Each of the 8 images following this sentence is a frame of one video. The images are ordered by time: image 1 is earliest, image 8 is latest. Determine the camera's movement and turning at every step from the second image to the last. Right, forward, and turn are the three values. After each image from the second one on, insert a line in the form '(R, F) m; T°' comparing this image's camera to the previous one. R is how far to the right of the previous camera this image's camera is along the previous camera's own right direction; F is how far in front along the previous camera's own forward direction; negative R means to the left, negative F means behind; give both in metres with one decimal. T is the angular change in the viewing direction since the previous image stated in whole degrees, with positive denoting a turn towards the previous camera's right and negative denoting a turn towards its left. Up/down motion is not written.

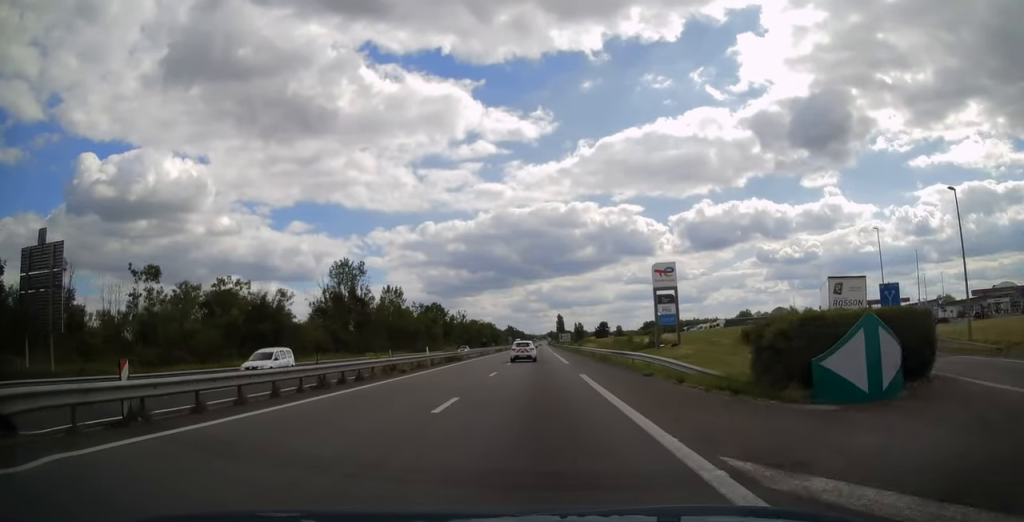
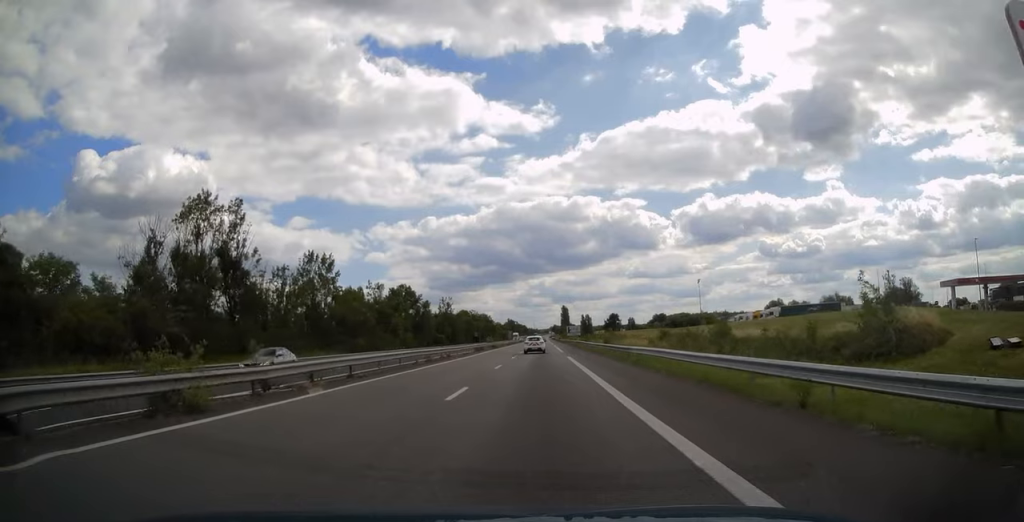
(-0.1, +37.8) m; -1°
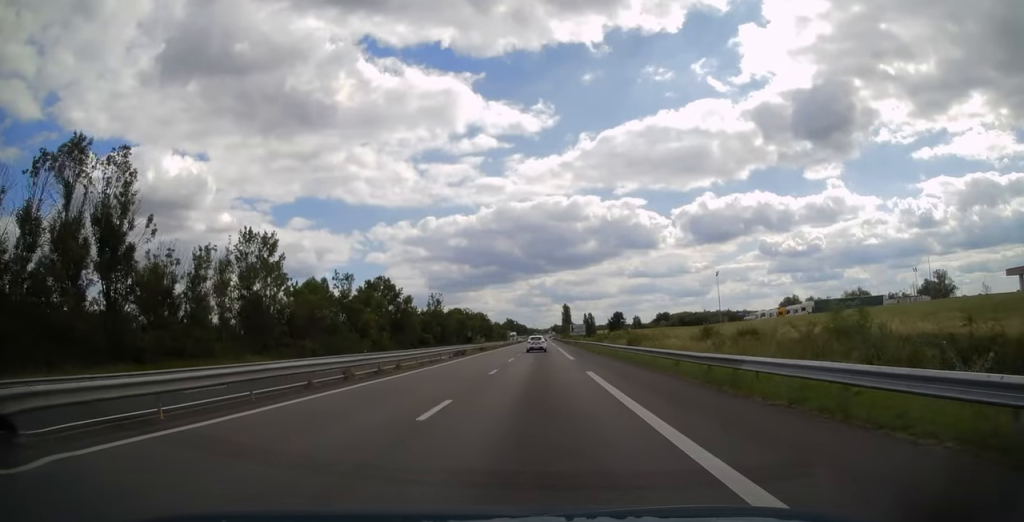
(-0.1, +16.4) m; 0°
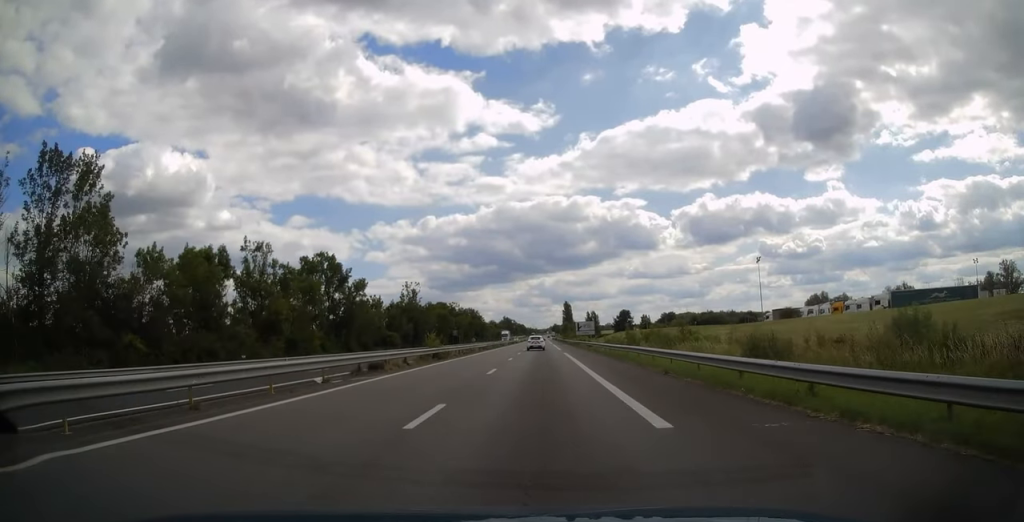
(+0.2, +27.3) m; +1°
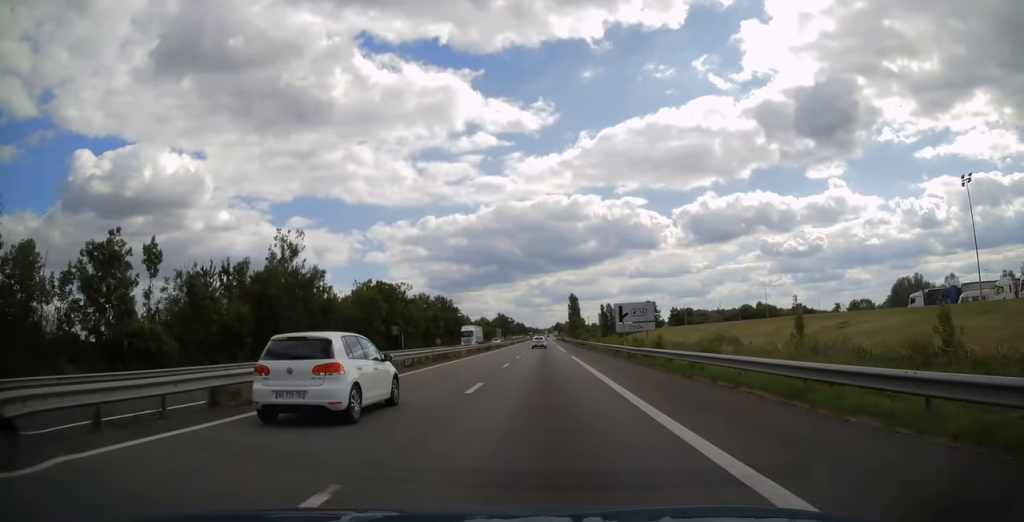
(-0.1, +60.3) m; 0°
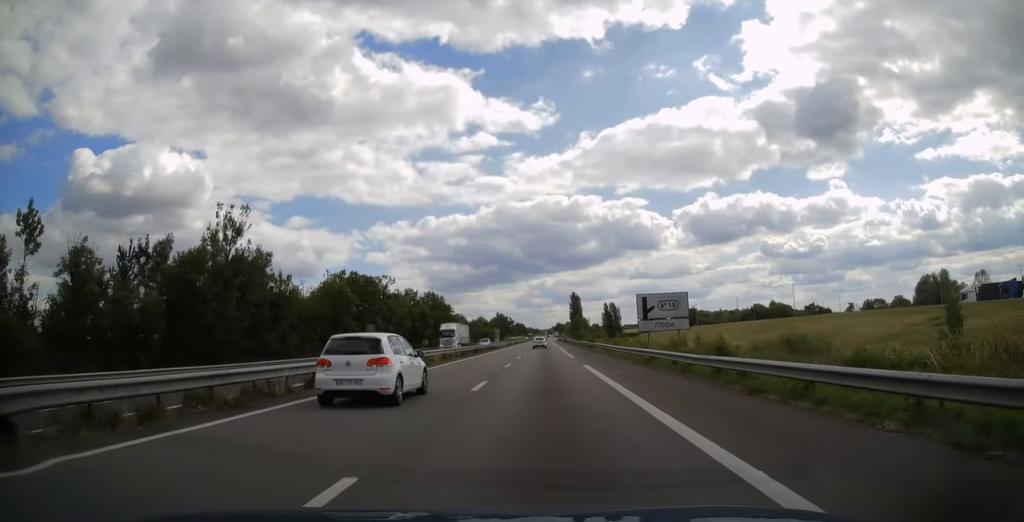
(-0.1, +12.4) m; 0°
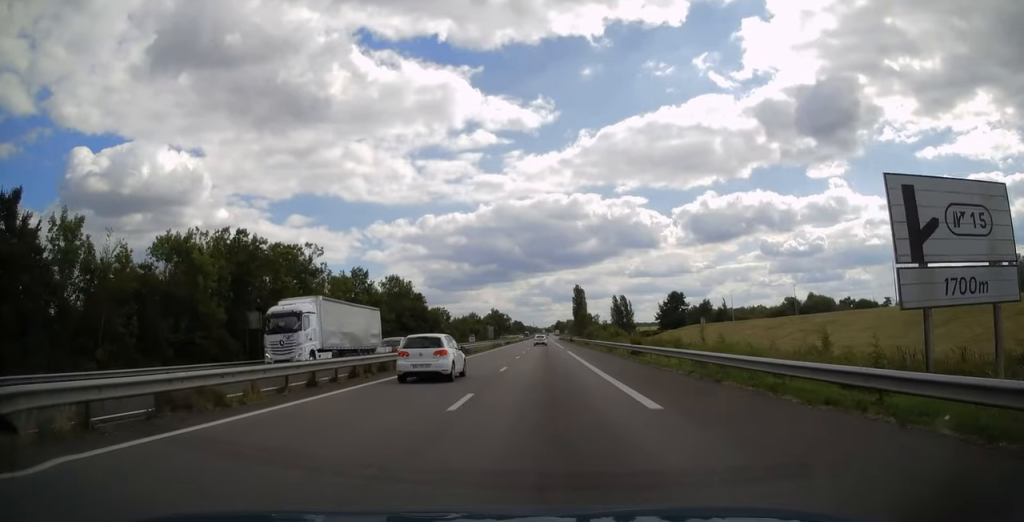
(+0.3, +30.6) m; 0°
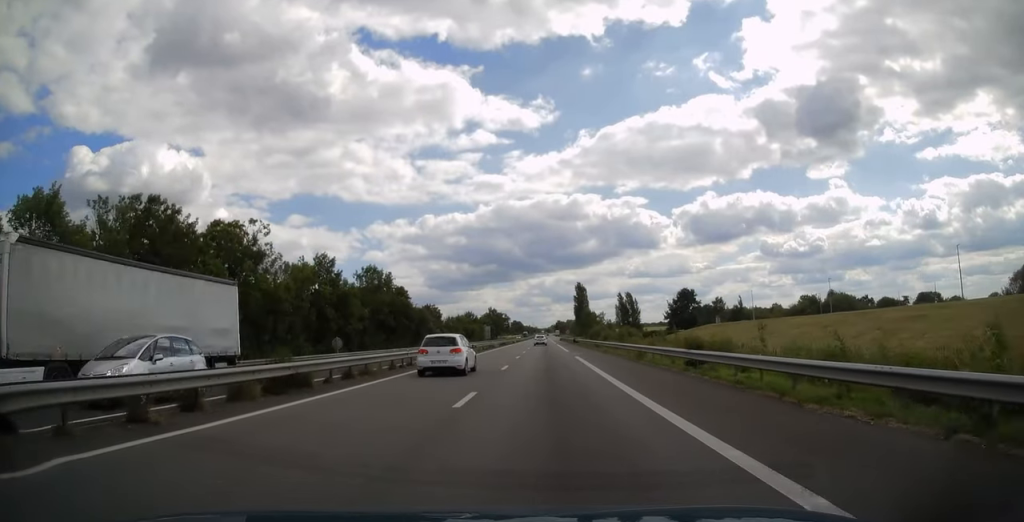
(-0.1, +12.8) m; 0°
